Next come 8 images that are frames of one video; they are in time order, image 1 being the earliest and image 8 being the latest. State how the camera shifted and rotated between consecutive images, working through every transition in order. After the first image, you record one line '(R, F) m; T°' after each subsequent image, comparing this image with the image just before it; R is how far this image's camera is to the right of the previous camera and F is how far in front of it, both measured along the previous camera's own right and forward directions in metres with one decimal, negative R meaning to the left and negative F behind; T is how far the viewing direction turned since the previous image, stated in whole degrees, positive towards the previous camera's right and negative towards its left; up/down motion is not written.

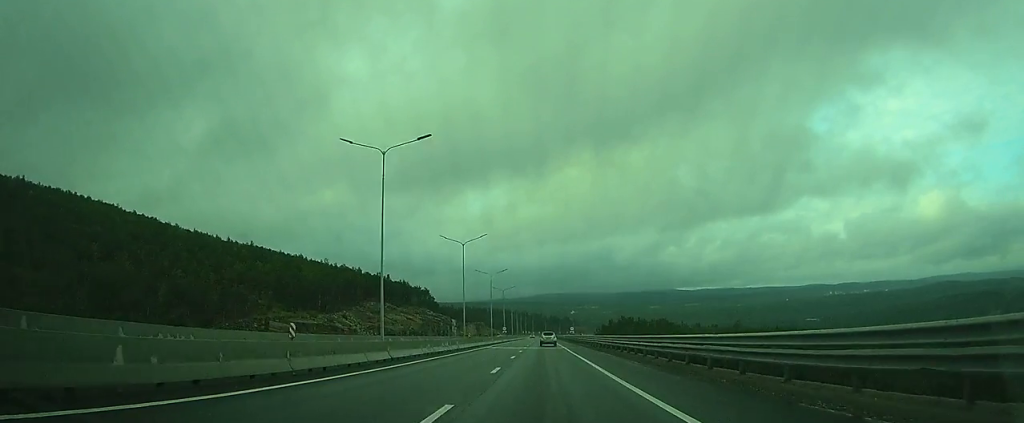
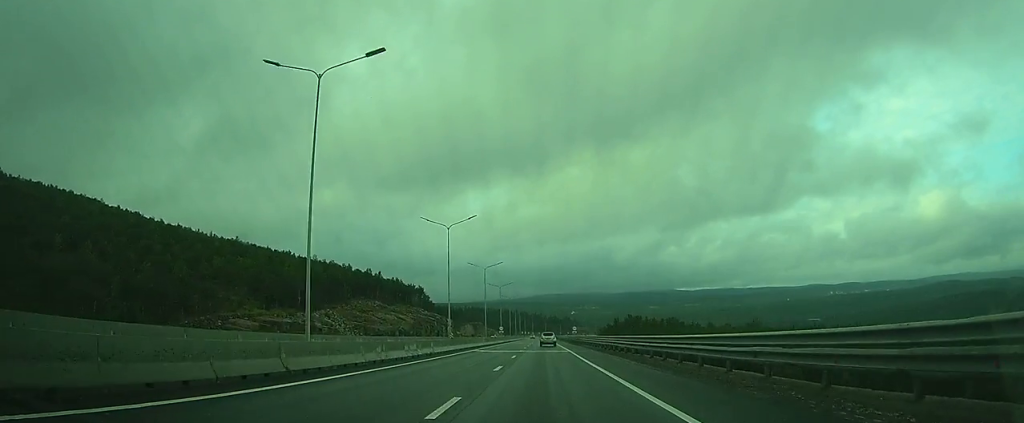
(0.0, +10.5) m; 0°
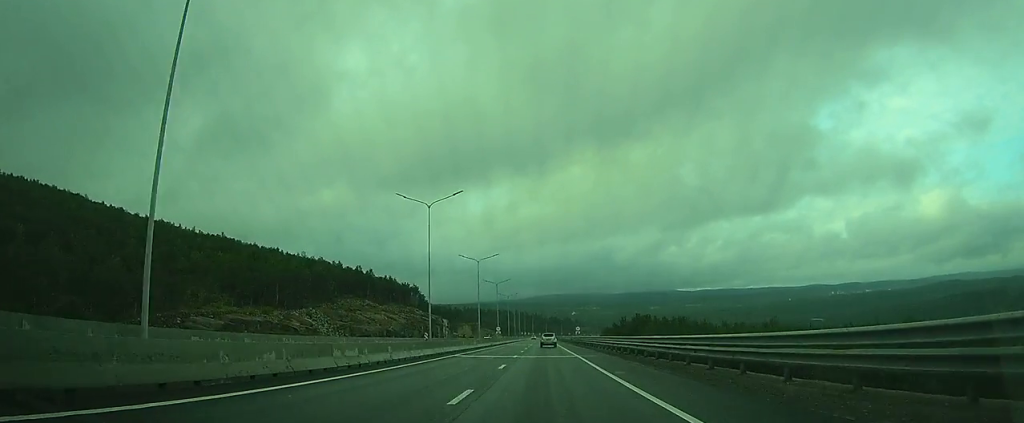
(0.0, +9.8) m; 0°
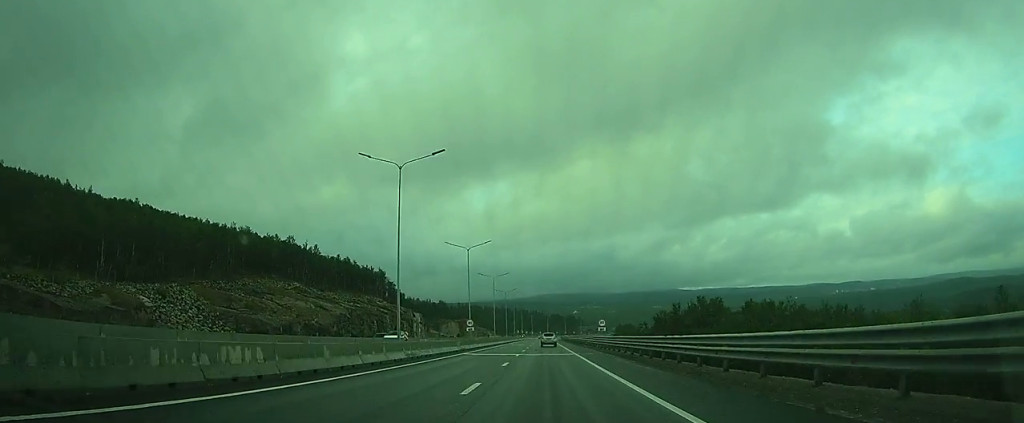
(-0.3, +45.3) m; -1°
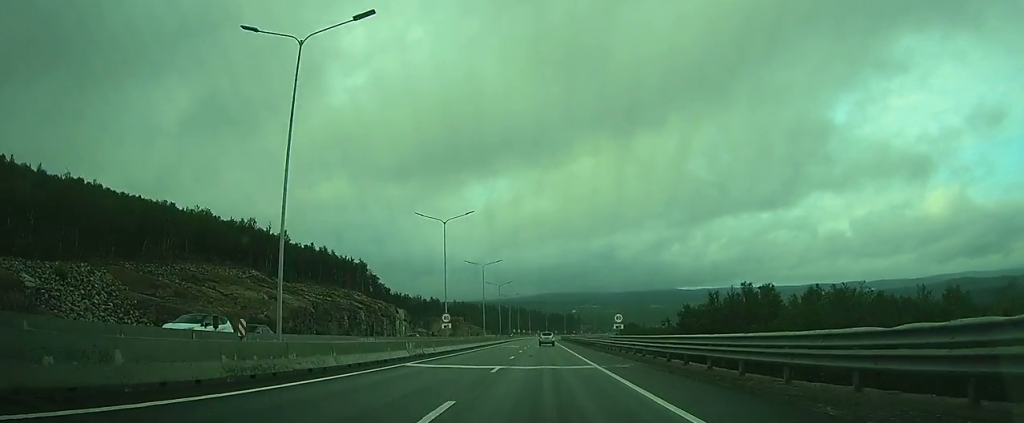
(0.0, +16.5) m; 0°
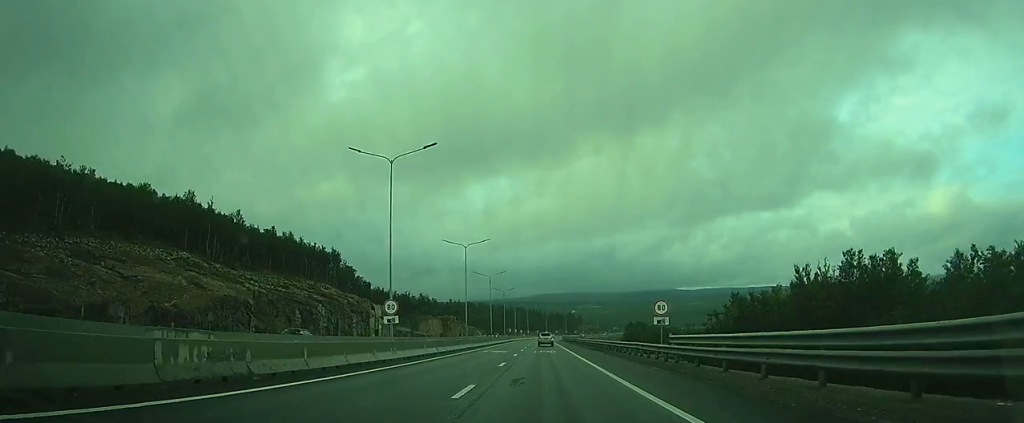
(+0.2, +19.8) m; 0°
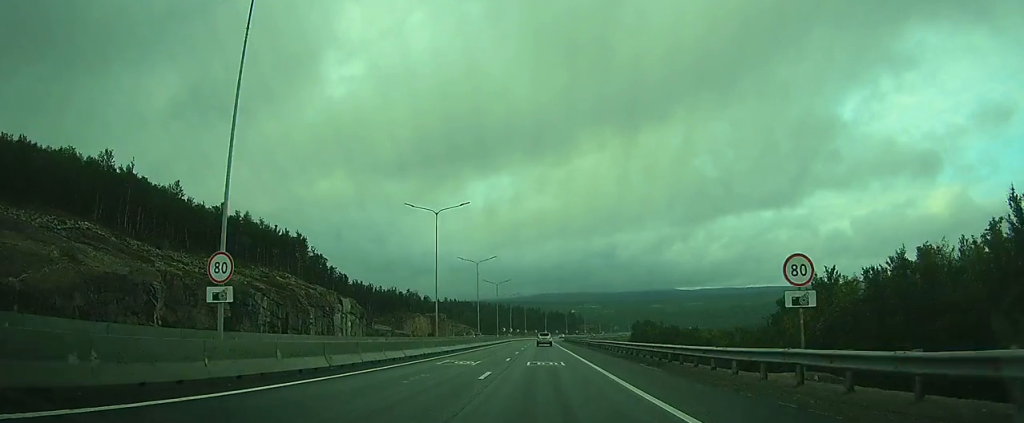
(-0.1, +19.2) m; 0°
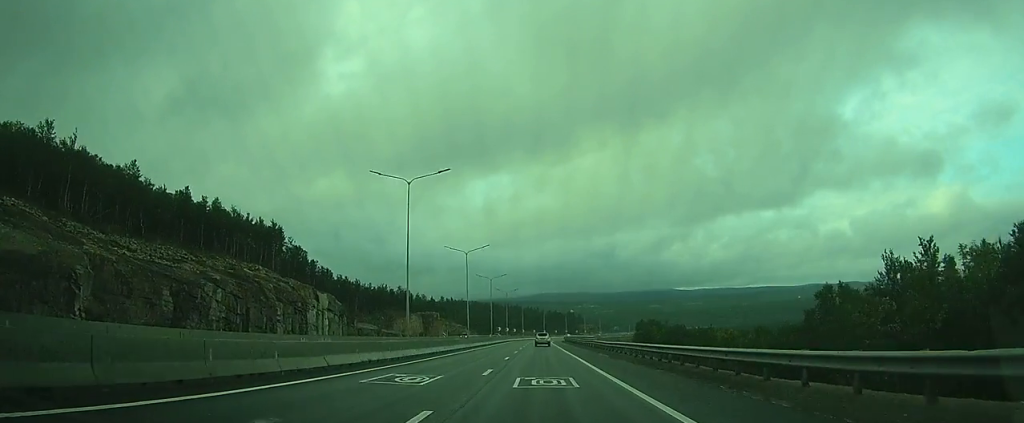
(0.0, +10.5) m; 0°
